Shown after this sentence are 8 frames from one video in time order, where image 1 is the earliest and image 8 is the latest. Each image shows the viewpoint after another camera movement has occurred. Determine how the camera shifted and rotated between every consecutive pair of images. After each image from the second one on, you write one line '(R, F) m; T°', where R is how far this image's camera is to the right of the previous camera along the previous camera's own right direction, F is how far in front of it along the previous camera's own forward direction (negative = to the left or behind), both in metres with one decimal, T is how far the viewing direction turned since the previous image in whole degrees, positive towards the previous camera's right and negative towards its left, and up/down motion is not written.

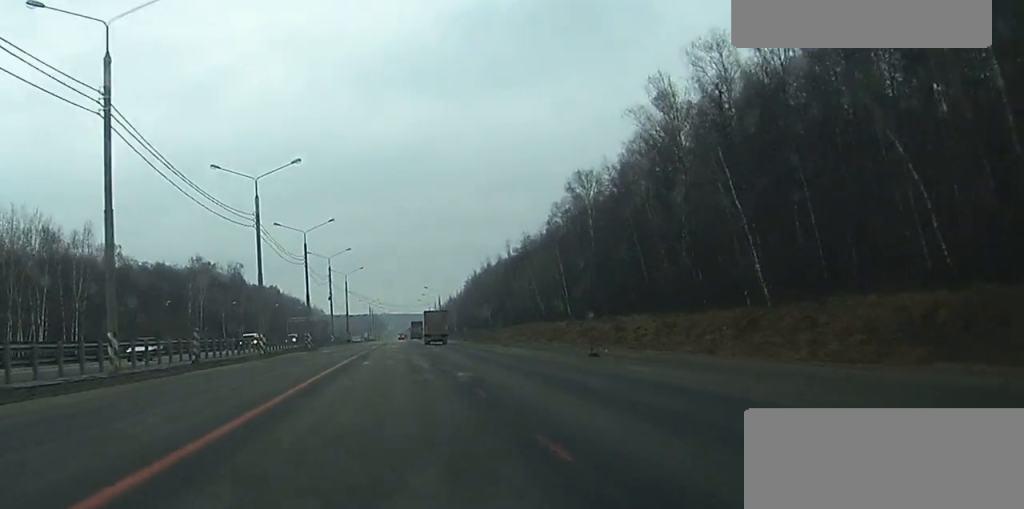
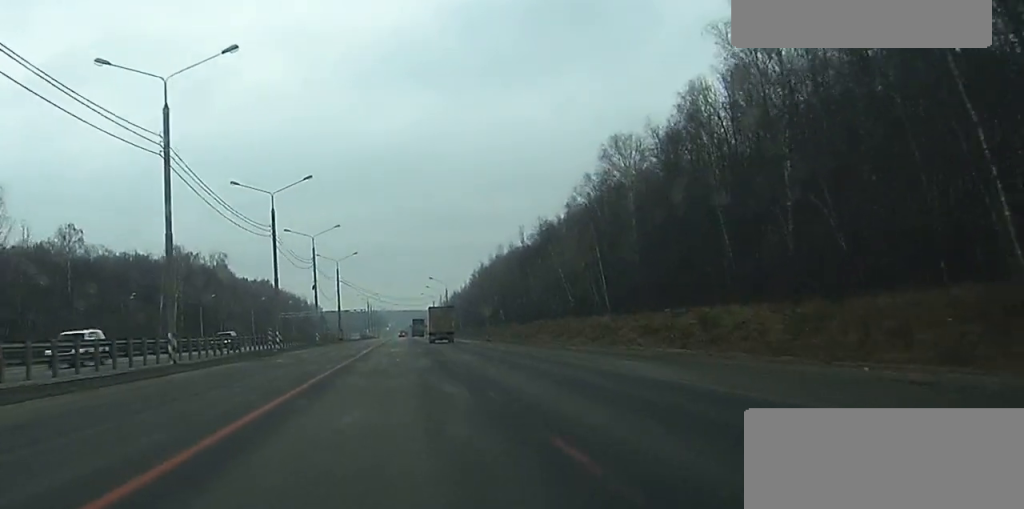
(0.0, +25.1) m; 0°
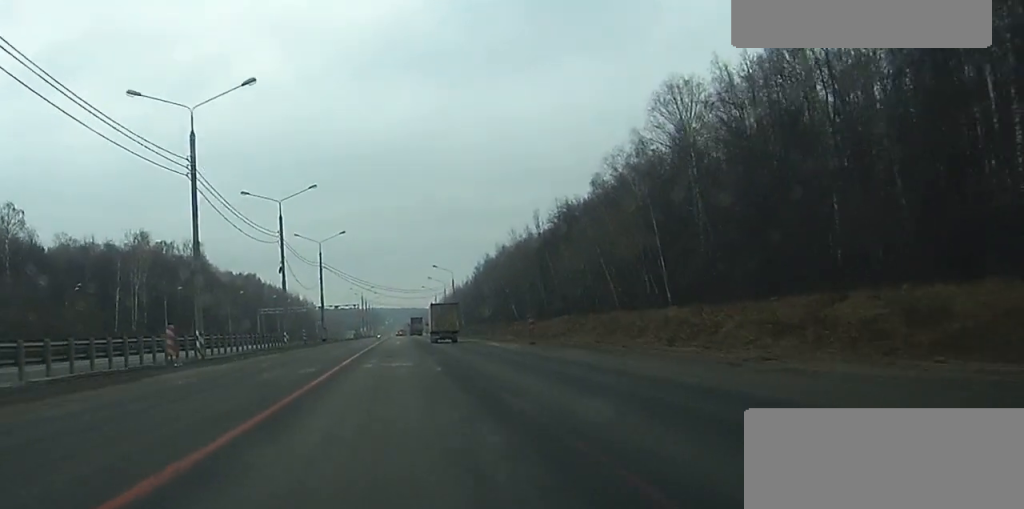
(0.0, +26.8) m; 0°
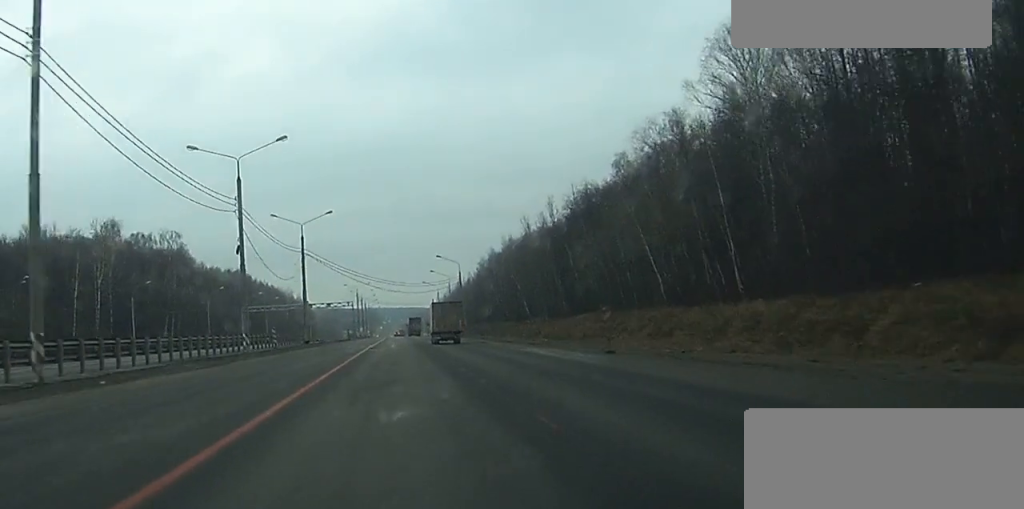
(0.0, +19.0) m; 0°
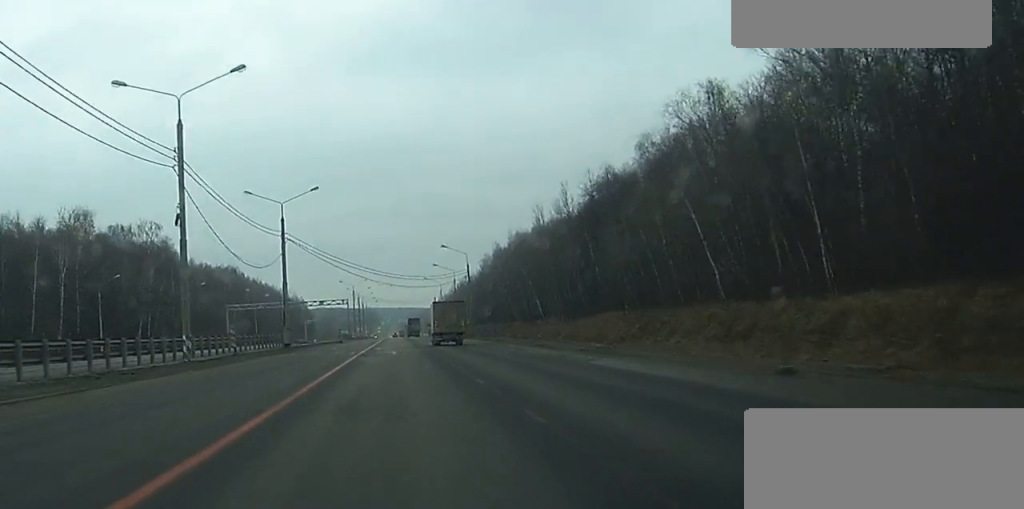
(0.0, +15.2) m; 0°
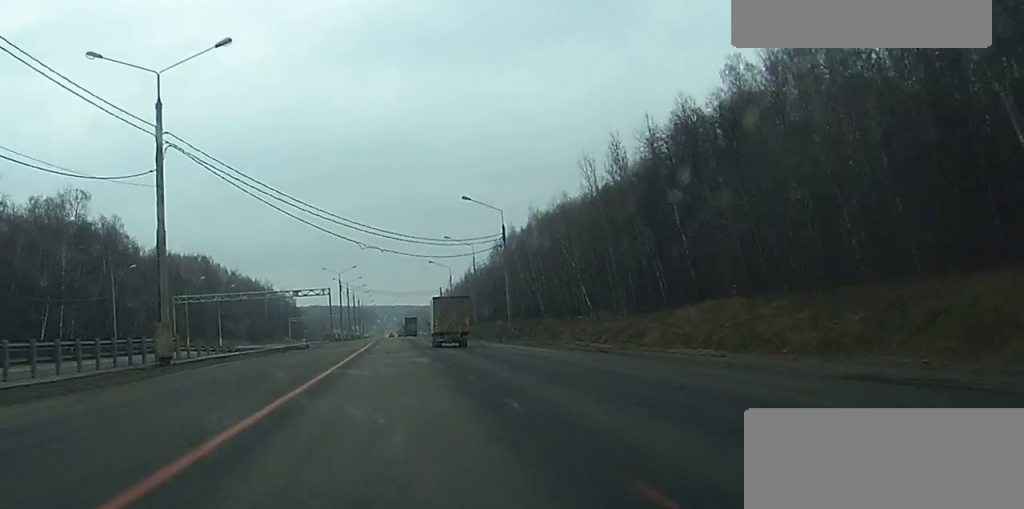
(+0.1, +38.7) m; 0°
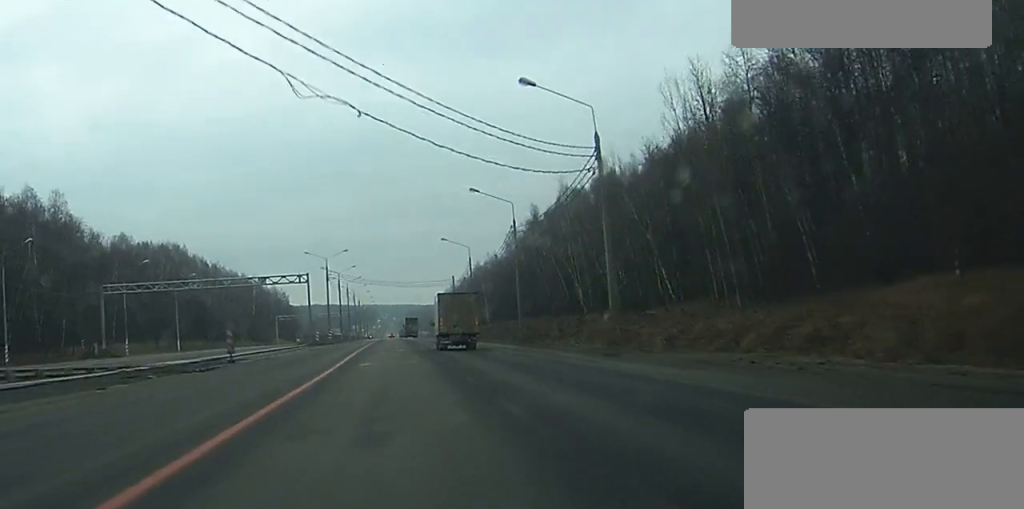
(0.0, +33.0) m; 0°
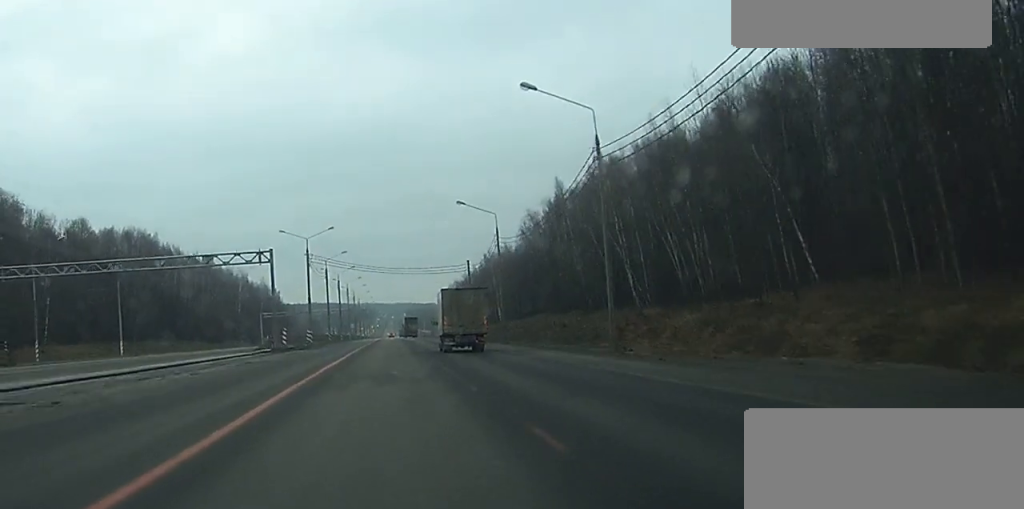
(0.0, +28.2) m; 0°
